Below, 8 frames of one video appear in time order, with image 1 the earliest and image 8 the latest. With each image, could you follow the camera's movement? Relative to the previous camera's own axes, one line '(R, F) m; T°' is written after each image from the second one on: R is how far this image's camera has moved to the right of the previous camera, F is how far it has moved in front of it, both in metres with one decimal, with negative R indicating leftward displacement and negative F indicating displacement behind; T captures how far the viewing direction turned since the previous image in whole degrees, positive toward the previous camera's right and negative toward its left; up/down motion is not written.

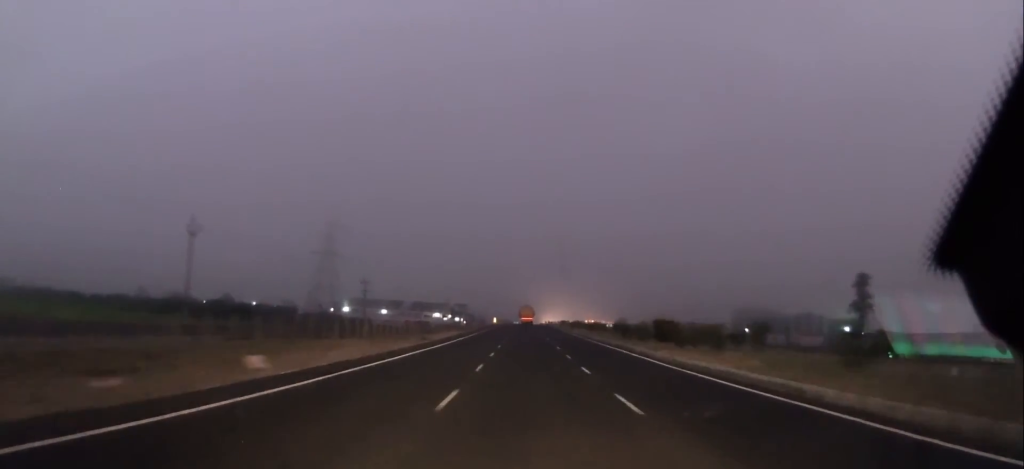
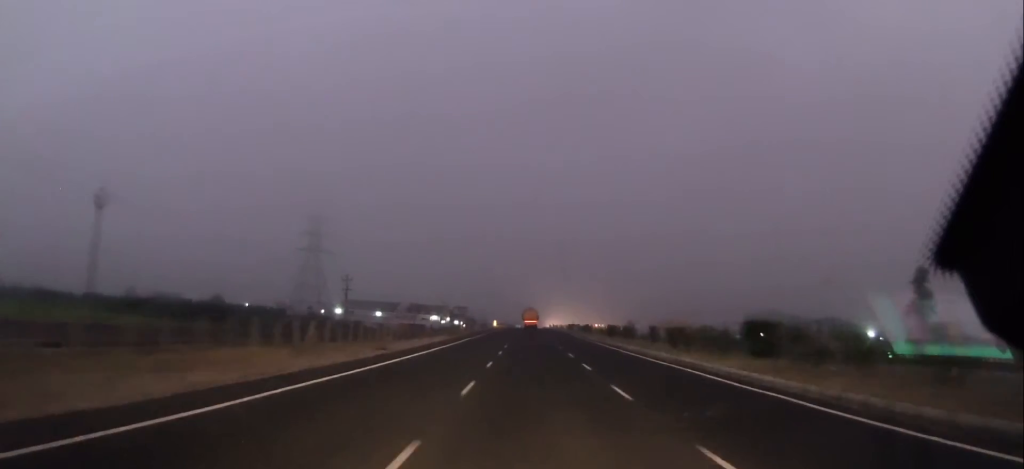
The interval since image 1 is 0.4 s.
(0.0, +15.8) m; 0°
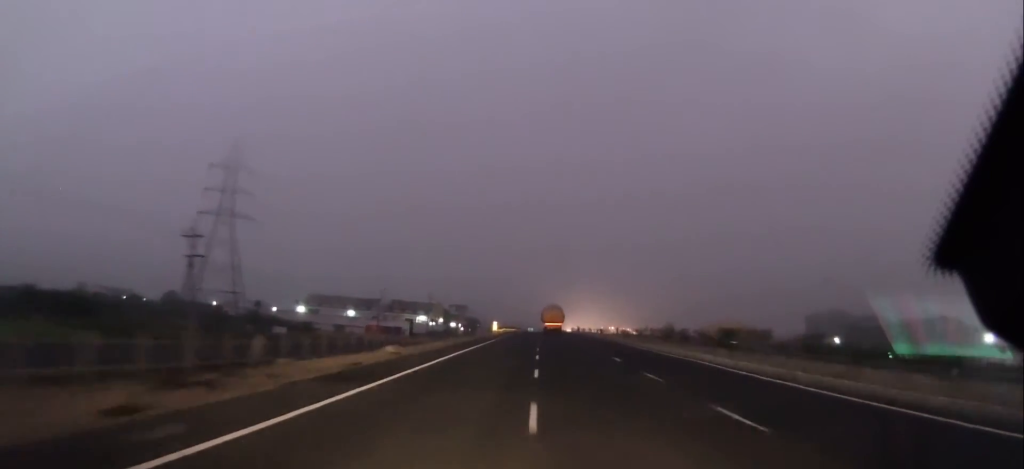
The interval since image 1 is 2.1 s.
(+0.1, +58.2) m; 0°
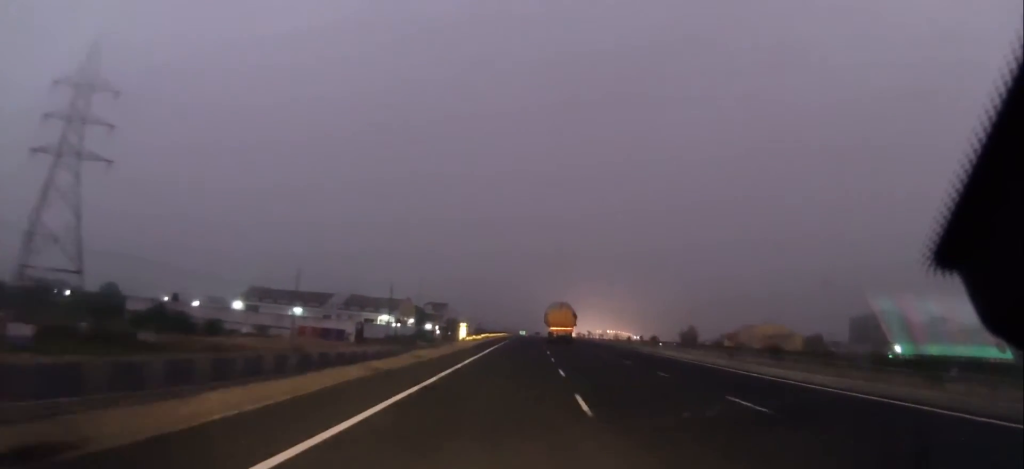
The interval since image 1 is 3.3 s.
(-0.5, +43.2) m; 0°
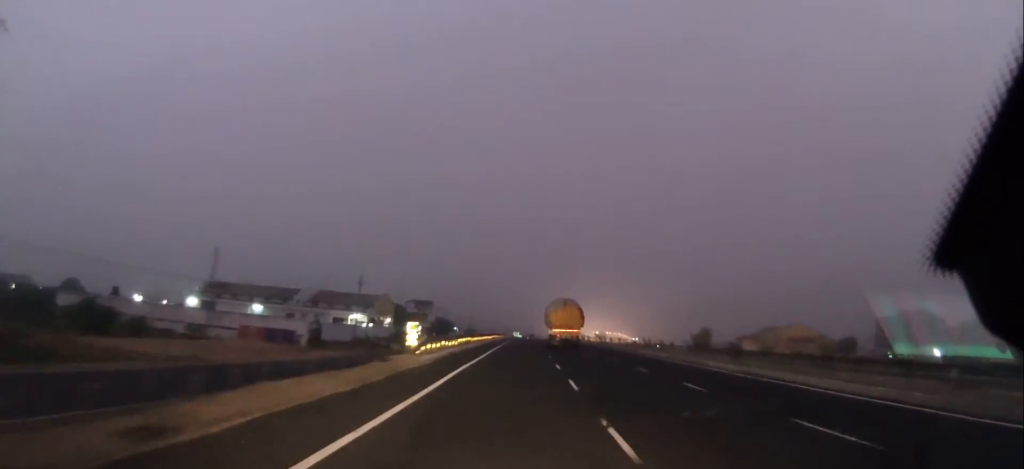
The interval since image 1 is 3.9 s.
(+0.2, +21.7) m; 0°
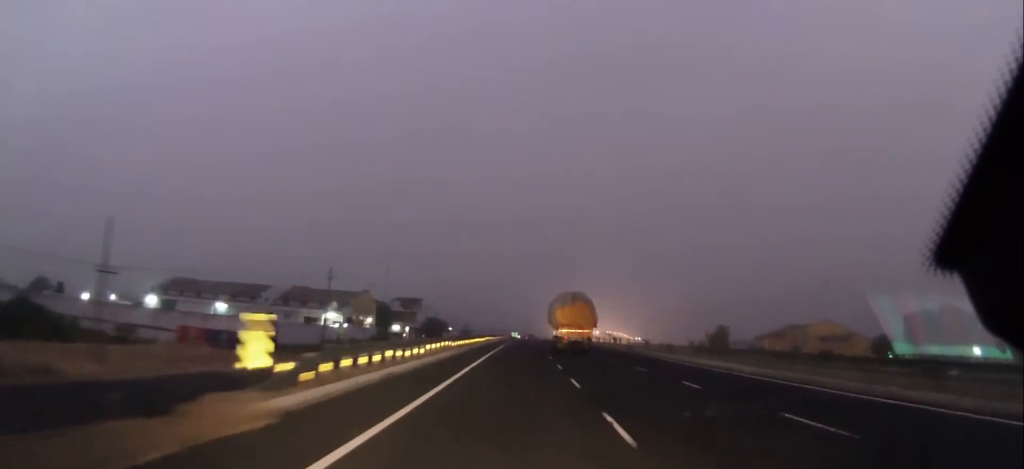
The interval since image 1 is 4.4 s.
(+0.1, +17.0) m; 0°
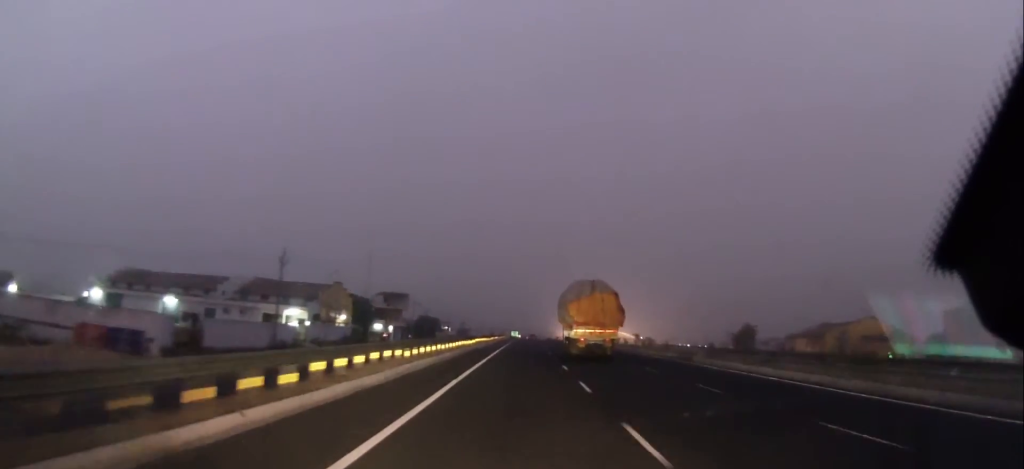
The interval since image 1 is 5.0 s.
(0.0, +19.3) m; +1°
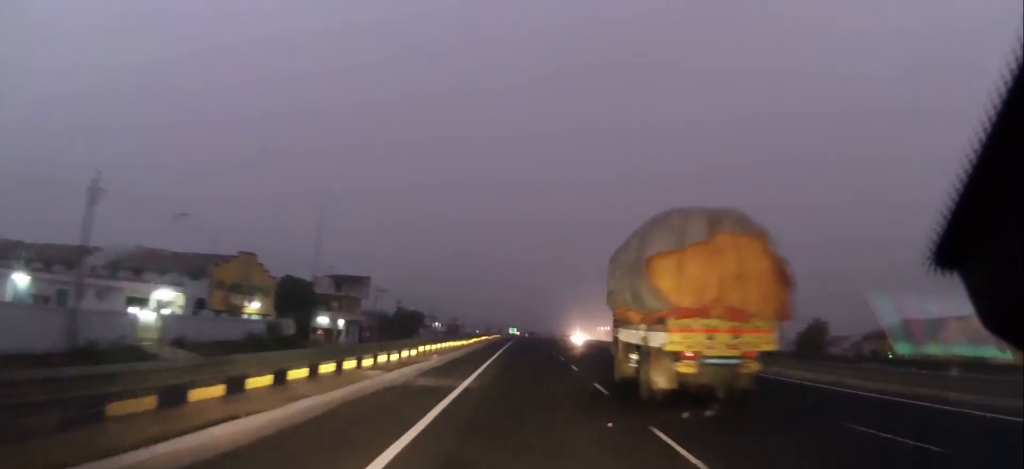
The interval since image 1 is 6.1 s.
(+0.4, +36.5) m; 0°
